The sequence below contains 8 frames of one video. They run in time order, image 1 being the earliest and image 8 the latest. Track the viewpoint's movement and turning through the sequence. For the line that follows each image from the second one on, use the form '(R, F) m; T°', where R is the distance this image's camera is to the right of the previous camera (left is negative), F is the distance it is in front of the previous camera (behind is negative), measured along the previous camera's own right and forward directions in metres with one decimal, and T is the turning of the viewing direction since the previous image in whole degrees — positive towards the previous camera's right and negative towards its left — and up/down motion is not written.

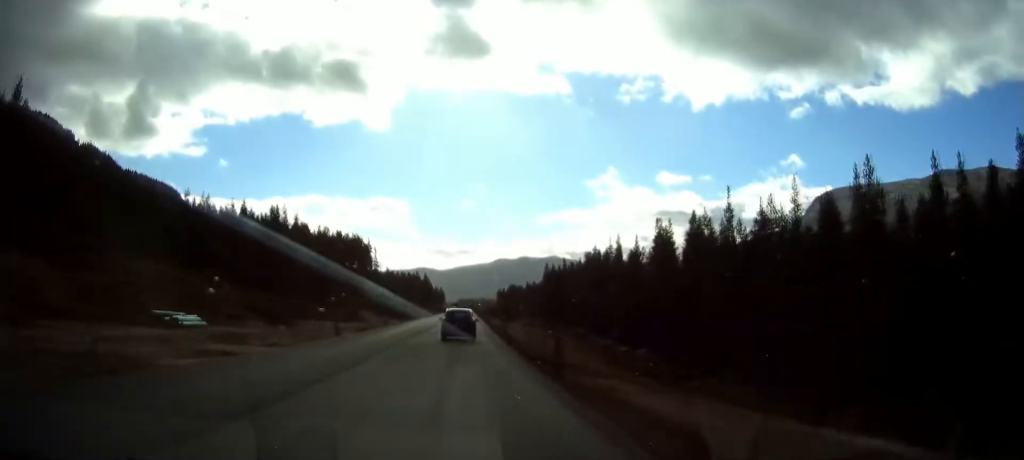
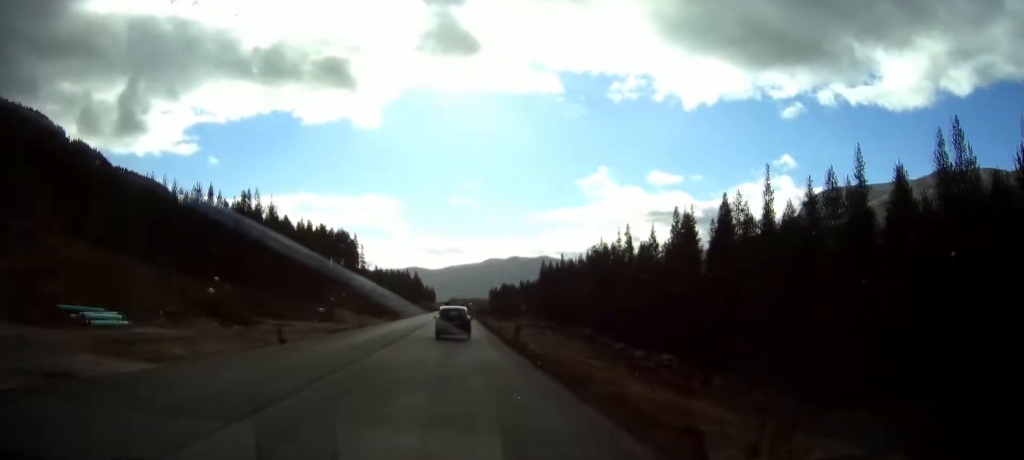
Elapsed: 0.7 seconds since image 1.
(-0.1, +11.7) m; 0°
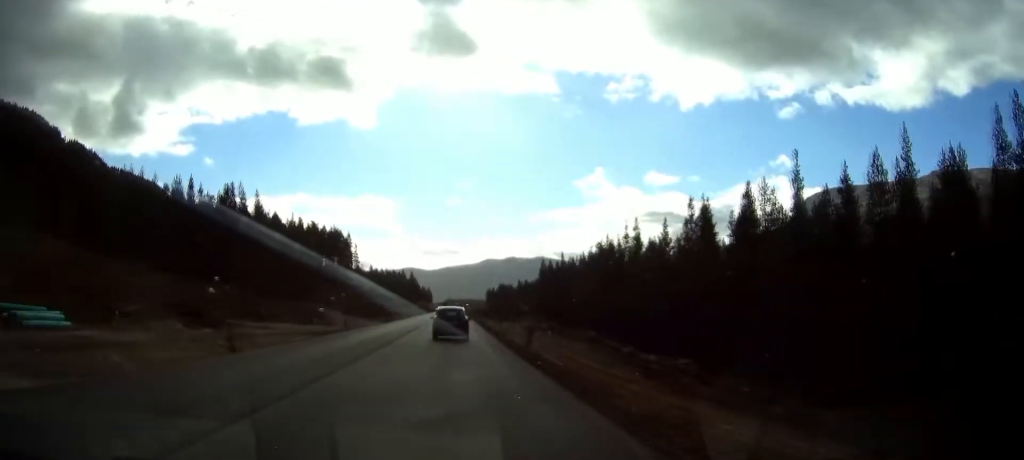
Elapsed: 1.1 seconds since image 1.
(0.0, +6.5) m; 0°
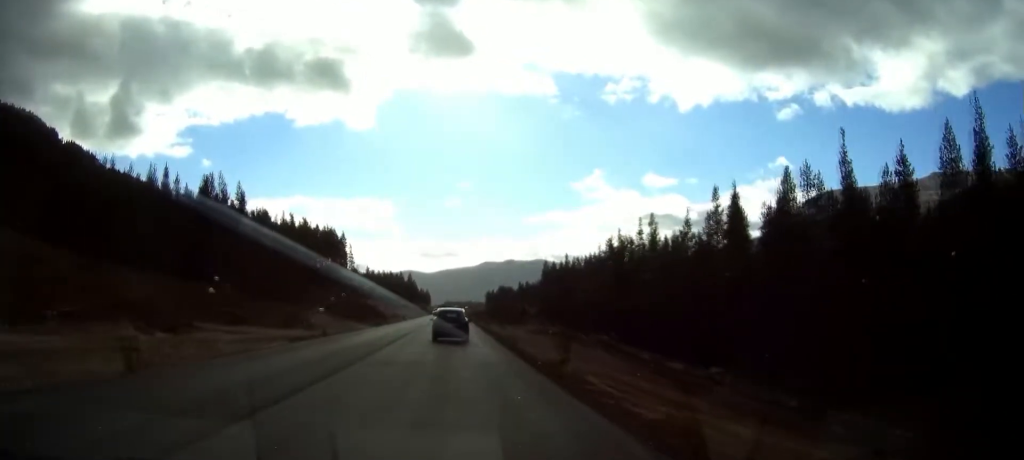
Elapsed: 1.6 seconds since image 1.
(0.0, +8.1) m; 0°
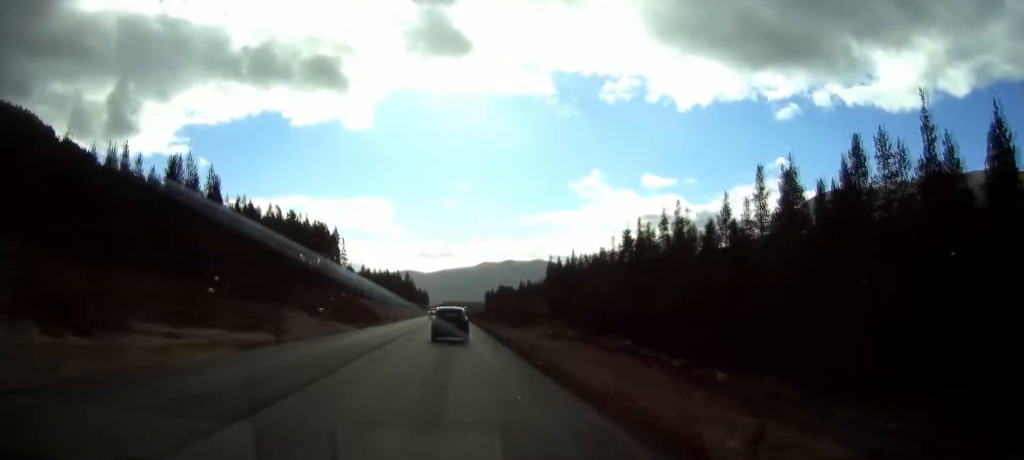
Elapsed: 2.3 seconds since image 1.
(0.0, +11.1) m; 0°
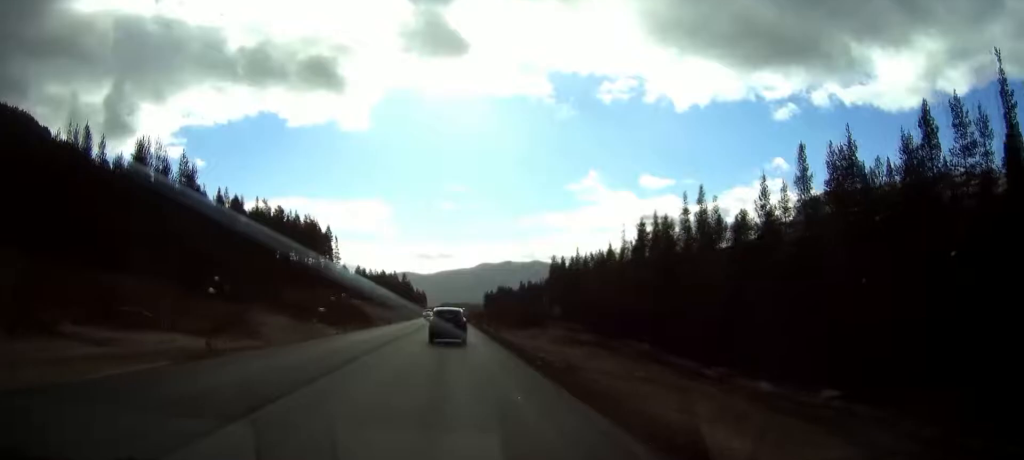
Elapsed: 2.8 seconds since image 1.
(0.0, +8.3) m; 0°
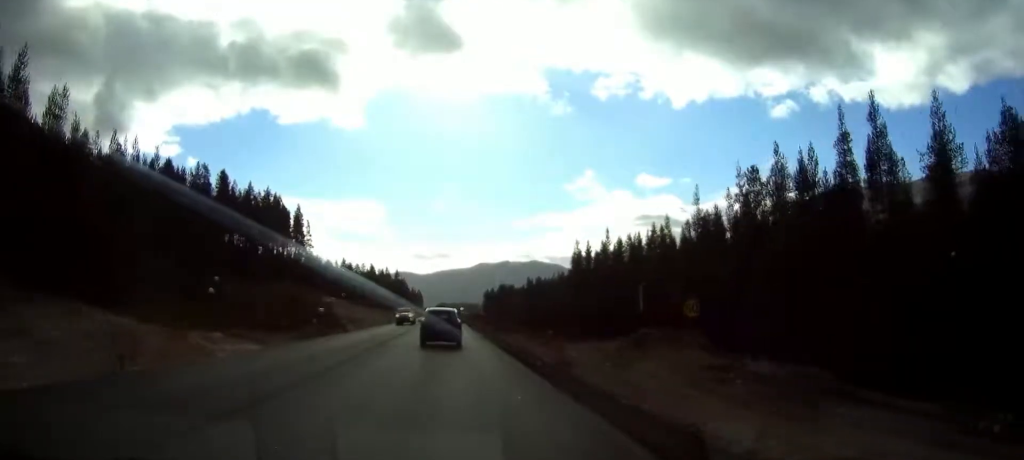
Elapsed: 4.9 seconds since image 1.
(-0.2, +32.0) m; -1°
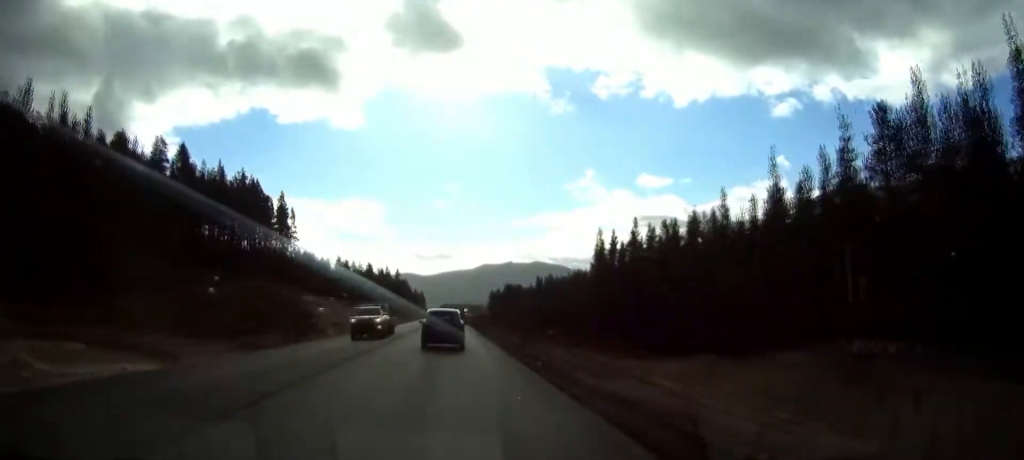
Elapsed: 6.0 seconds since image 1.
(0.0, +17.1) m; 0°
